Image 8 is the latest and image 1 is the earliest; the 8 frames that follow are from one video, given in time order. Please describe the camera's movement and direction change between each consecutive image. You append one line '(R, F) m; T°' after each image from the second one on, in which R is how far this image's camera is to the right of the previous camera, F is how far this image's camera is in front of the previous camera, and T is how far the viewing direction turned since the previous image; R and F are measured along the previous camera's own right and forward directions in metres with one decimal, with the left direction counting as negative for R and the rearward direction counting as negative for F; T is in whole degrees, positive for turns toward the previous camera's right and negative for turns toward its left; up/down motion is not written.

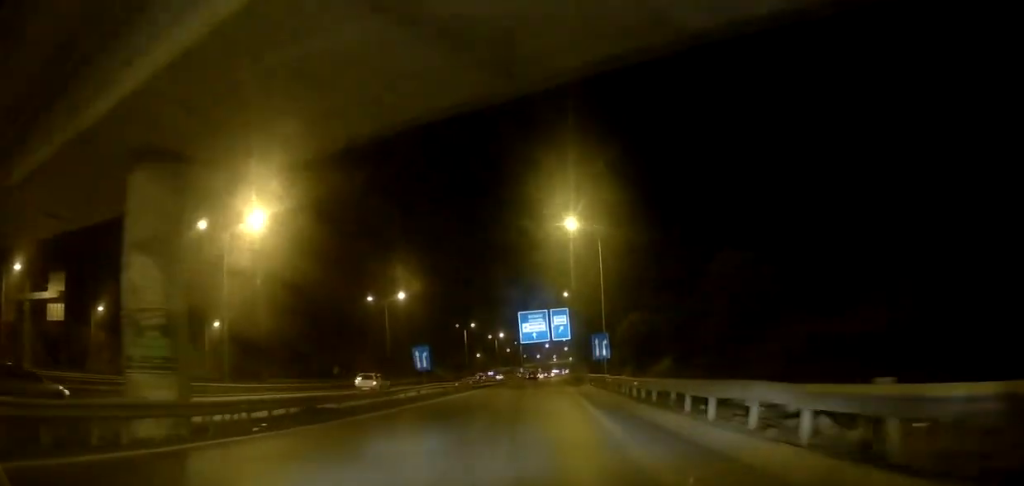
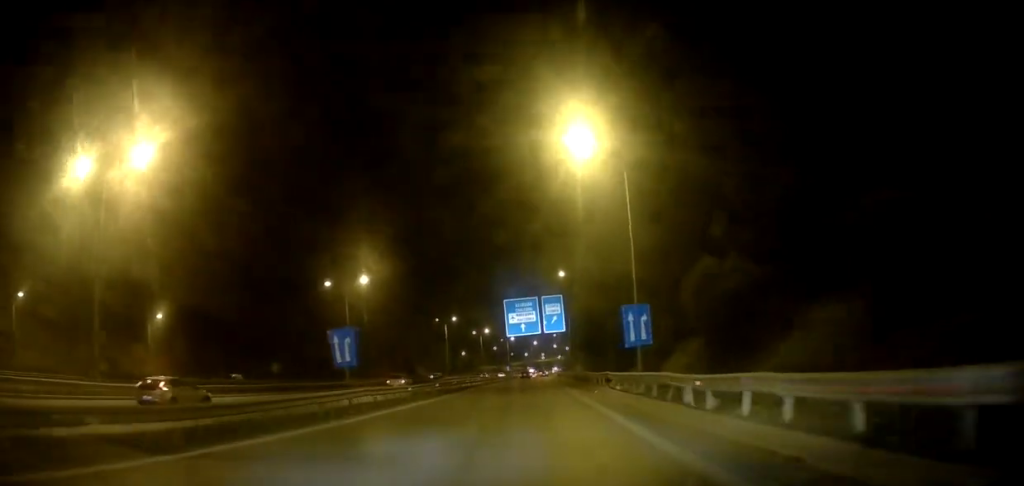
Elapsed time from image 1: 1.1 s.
(+0.2, +15.5) m; 0°
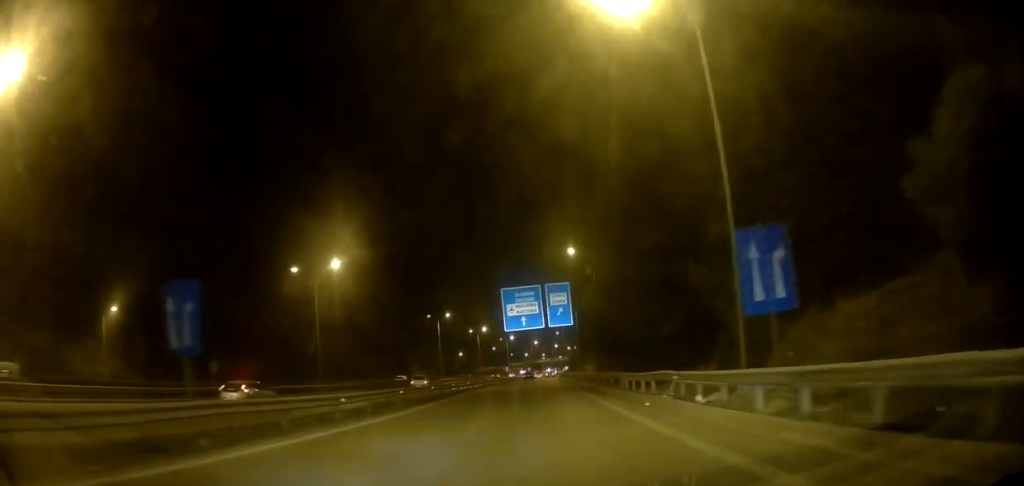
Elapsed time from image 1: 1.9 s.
(+0.1, +12.3) m; -2°
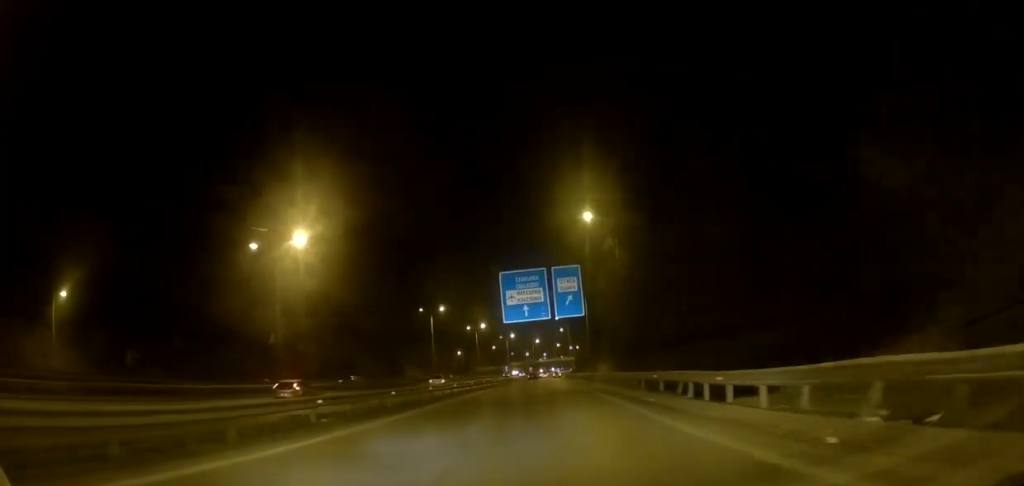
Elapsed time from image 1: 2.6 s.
(-0.6, +11.7) m; -2°
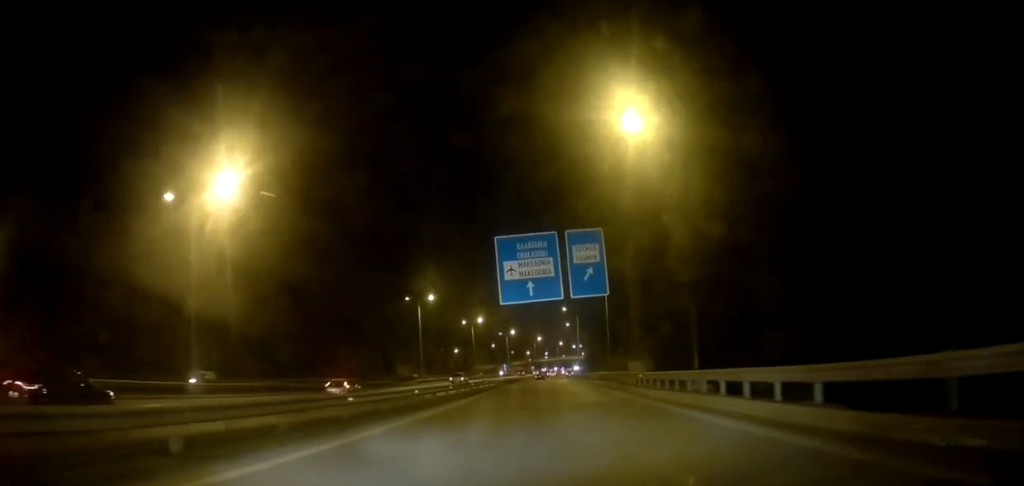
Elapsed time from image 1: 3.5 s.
(+0.2, +16.1) m; +3°
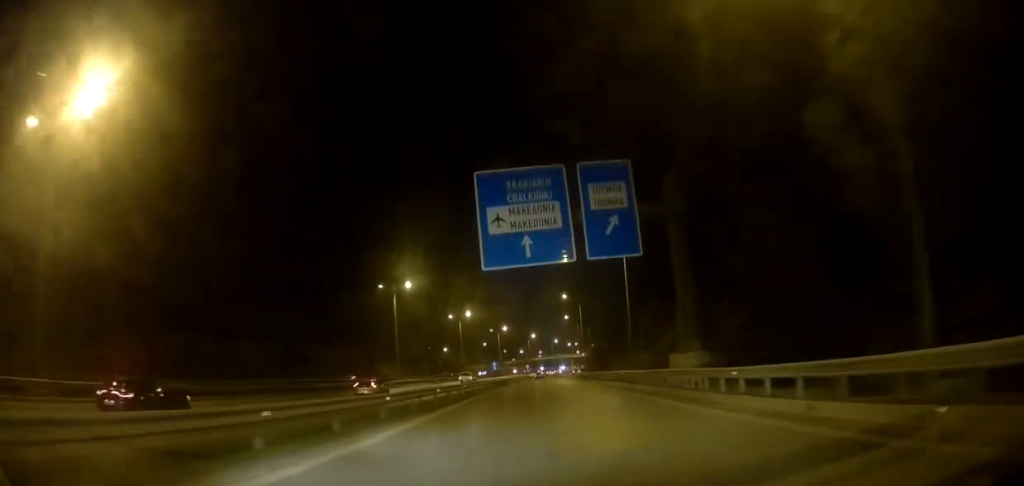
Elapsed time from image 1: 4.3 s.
(+0.5, +14.7) m; +1°
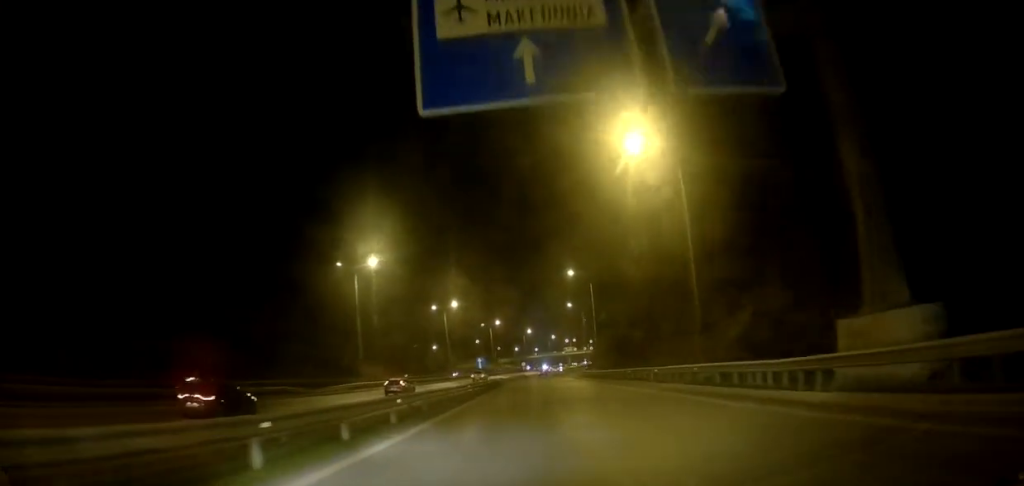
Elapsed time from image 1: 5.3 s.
(-0.1, +18.1) m; 0°
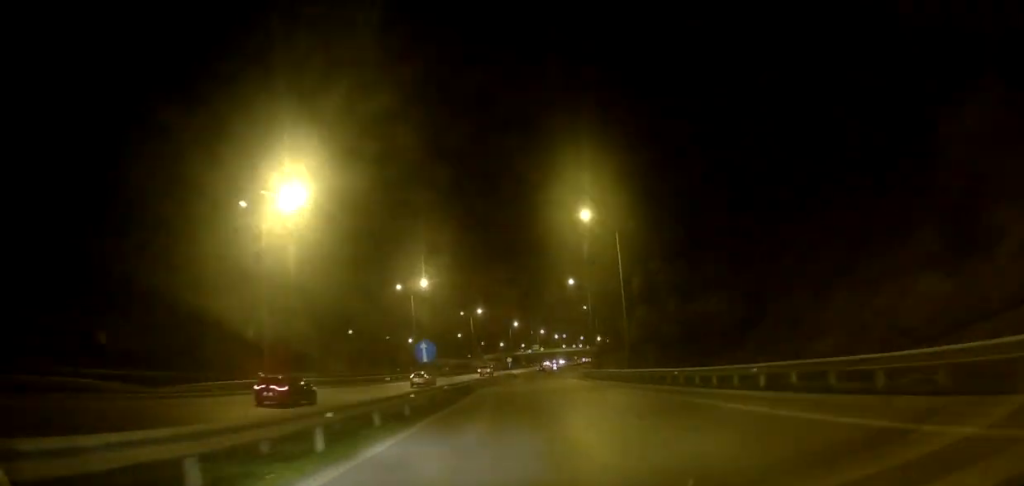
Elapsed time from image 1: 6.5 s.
(+0.2, +22.7) m; +2°
